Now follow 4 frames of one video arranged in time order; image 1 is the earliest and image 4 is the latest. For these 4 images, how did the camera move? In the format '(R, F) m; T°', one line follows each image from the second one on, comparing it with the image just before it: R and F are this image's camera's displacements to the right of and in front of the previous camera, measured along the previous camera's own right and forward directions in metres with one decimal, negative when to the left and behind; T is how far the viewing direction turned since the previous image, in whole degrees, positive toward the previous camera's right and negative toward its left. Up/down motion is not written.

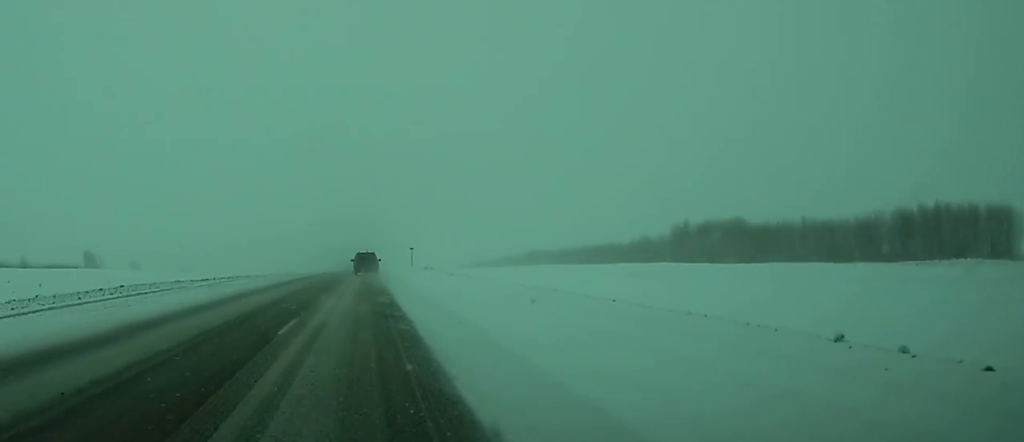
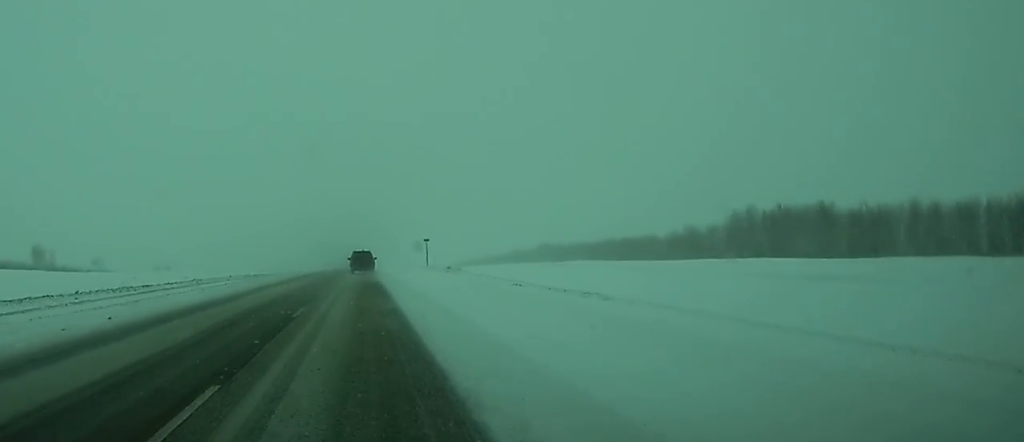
(+0.1, +31.9) m; 0°
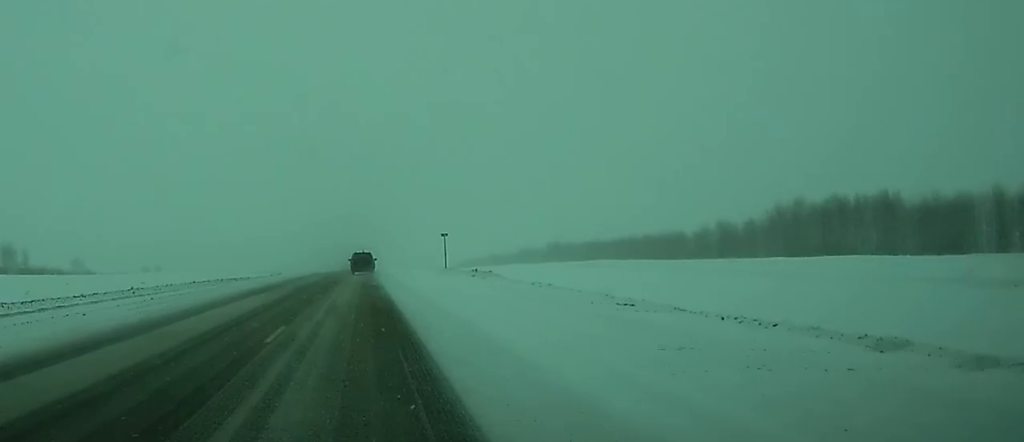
(0.0, +16.5) m; 0°
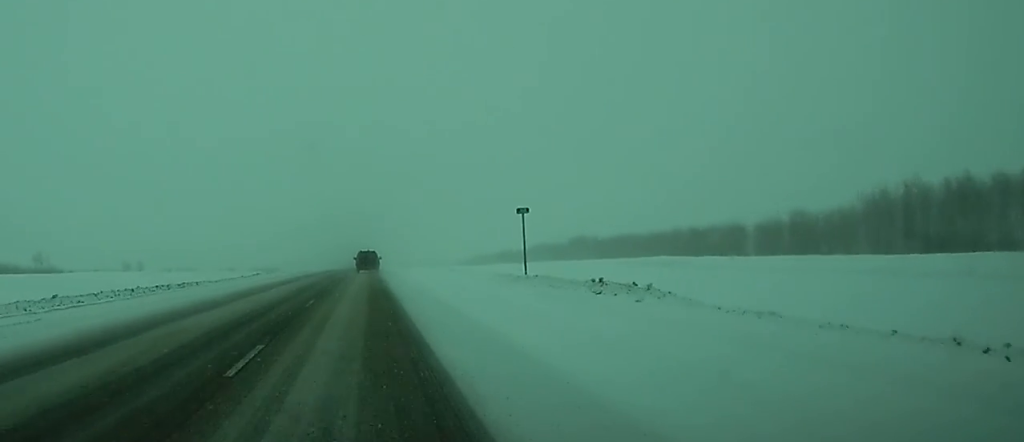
(-0.1, +27.7) m; 0°
